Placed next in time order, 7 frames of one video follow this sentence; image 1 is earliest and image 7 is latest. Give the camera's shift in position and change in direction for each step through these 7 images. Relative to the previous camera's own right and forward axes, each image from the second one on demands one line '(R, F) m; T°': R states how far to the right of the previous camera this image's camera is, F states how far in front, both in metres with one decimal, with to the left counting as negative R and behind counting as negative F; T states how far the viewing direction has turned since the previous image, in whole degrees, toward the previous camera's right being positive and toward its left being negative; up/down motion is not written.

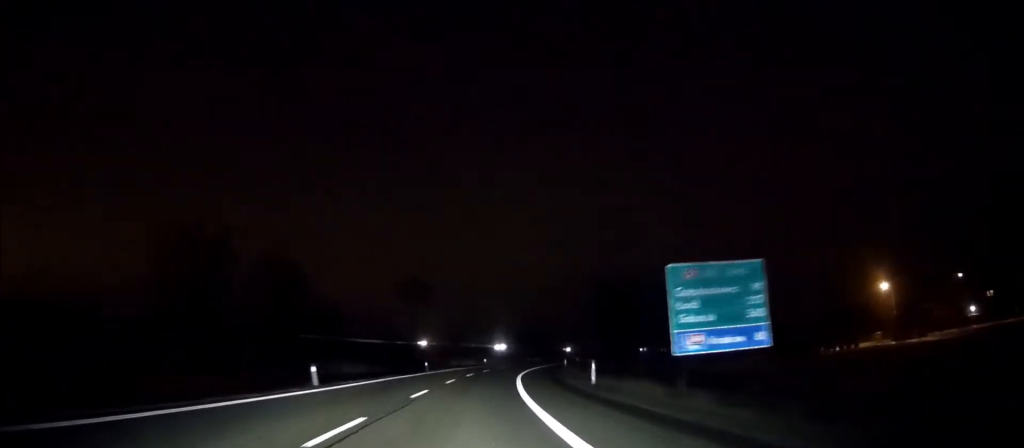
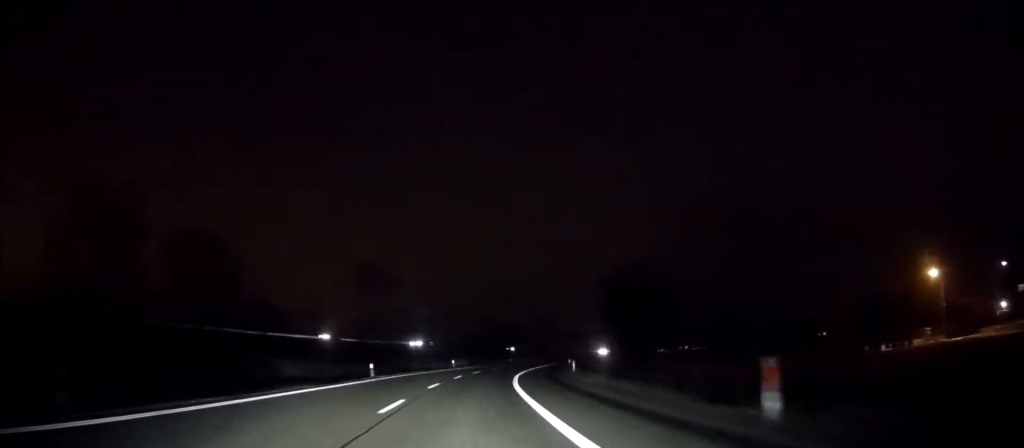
(+0.6, +18.6) m; +3°
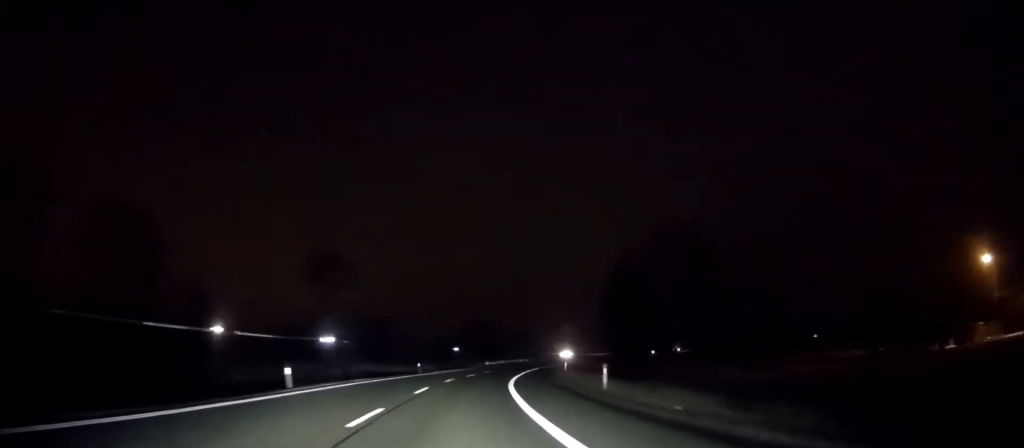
(+0.2, +14.9) m; +2°
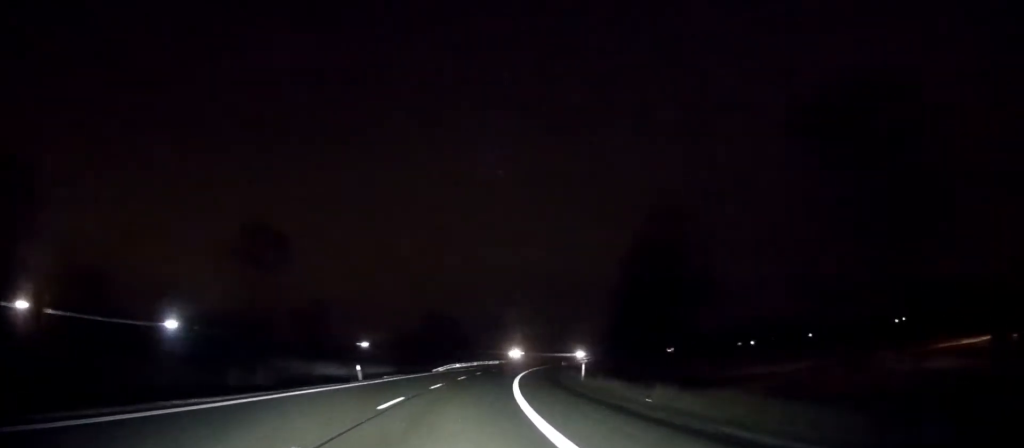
(+0.5, +19.8) m; +3°
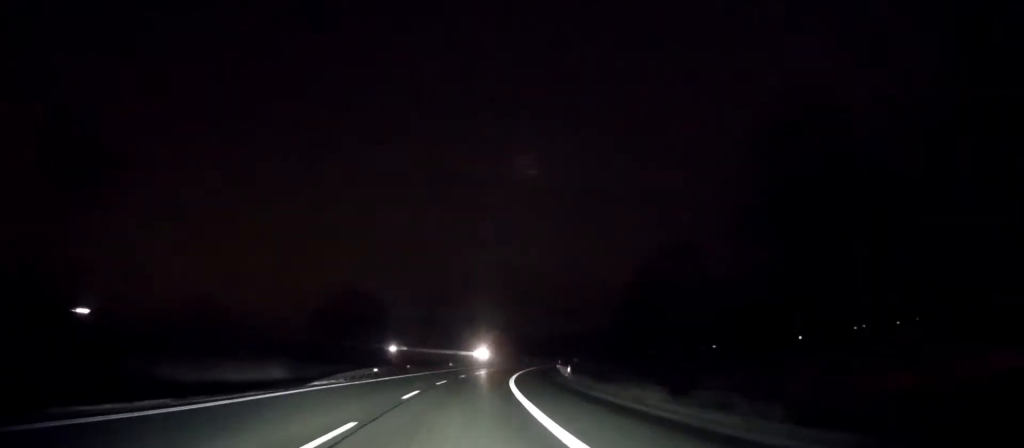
(+1.5, +32.3) m; +5°
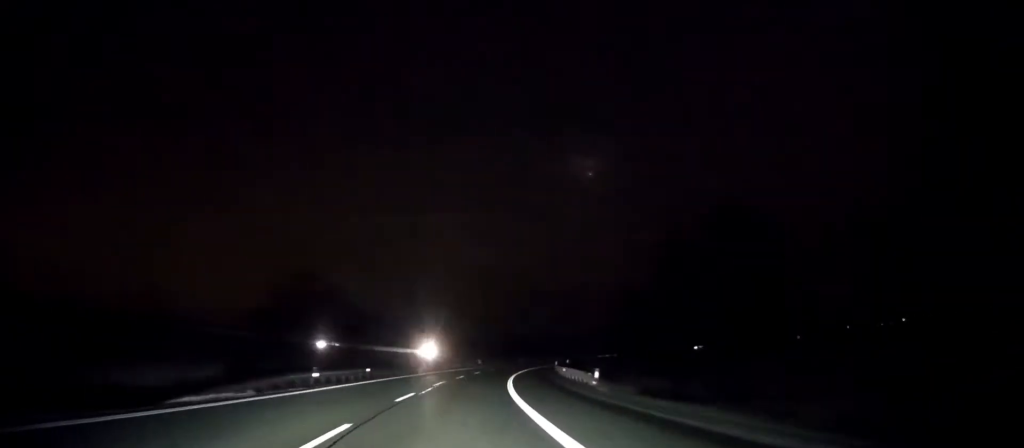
(+0.3, +12.4) m; +2°
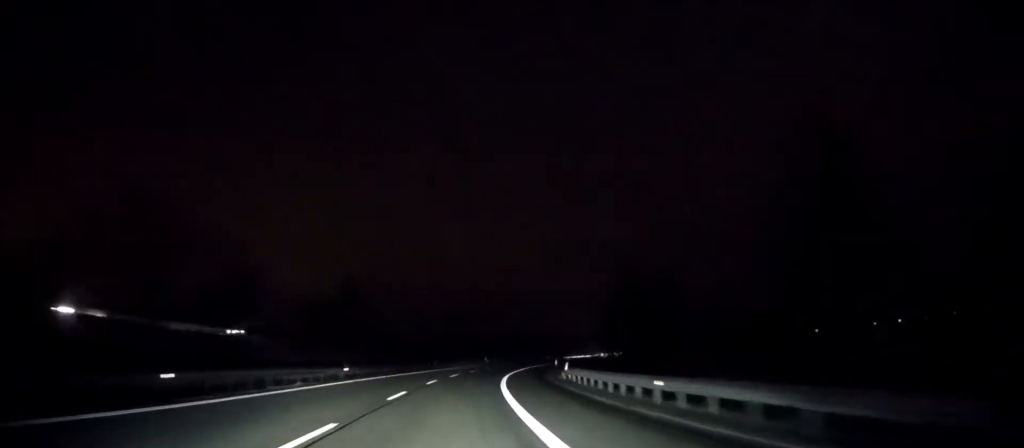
(+0.7, +24.1) m; +4°
